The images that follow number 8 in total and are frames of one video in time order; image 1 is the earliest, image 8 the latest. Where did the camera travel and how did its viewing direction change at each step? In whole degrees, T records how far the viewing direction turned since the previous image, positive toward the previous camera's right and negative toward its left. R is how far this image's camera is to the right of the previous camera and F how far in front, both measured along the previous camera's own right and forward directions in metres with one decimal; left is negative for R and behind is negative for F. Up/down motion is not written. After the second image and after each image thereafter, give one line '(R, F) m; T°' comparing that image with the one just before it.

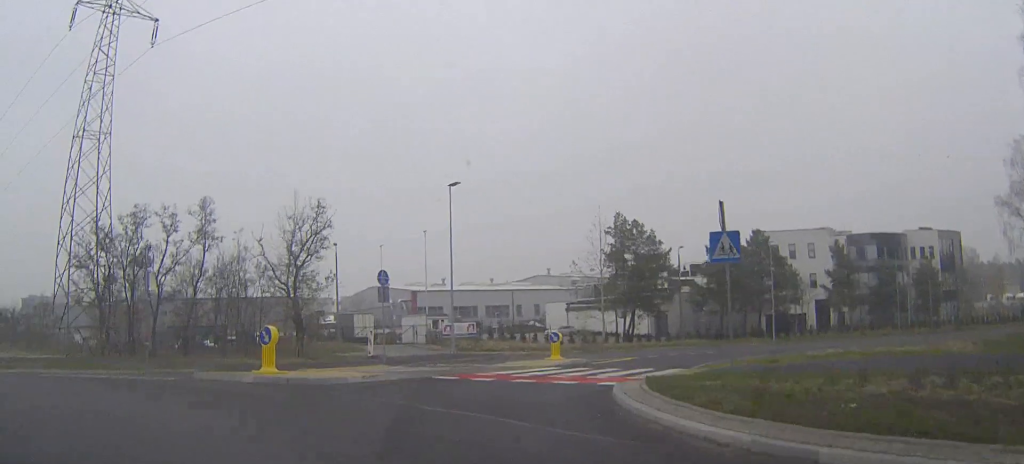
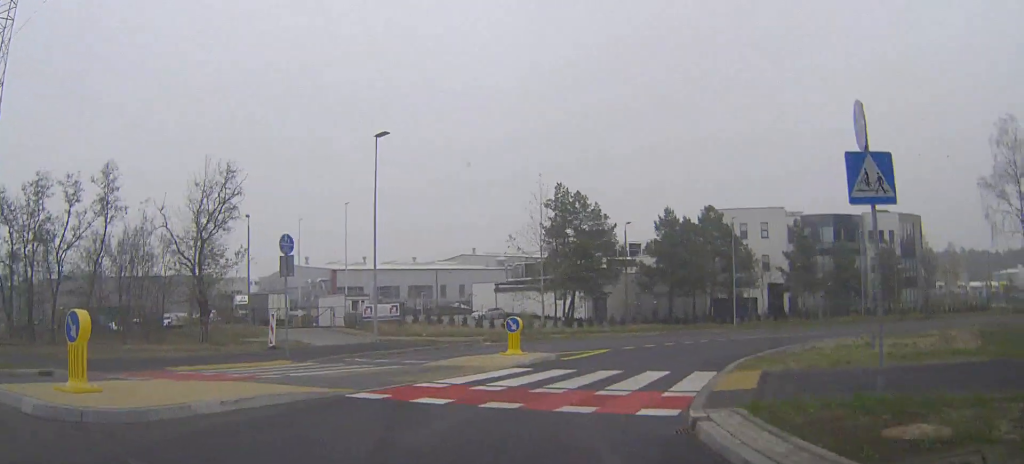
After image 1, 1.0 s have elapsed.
(-0.1, +6.7) m; +2°
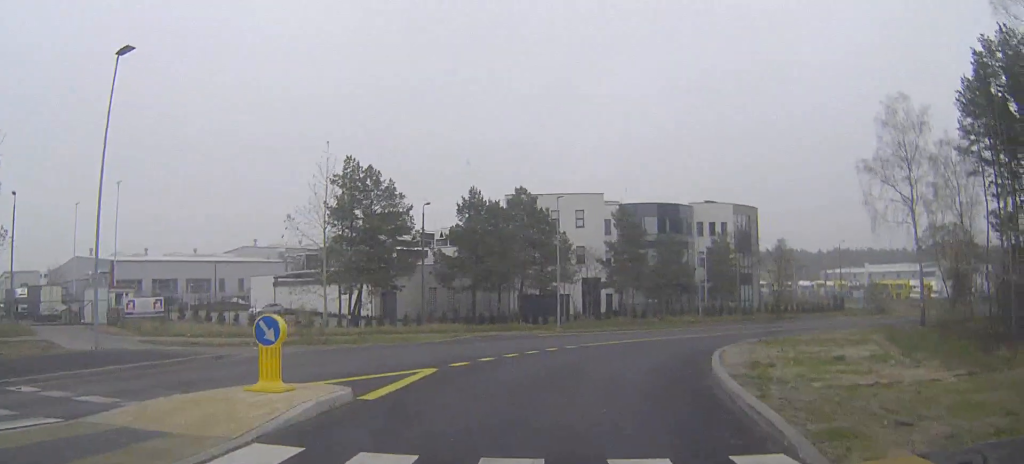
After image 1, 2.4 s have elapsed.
(+0.9, +9.3) m; +13°
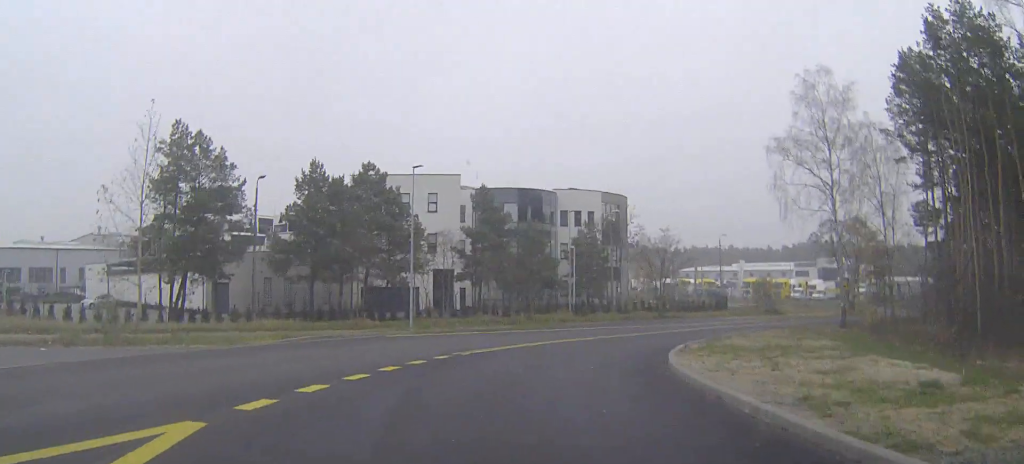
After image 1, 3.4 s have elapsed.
(+0.9, +8.0) m; +11°
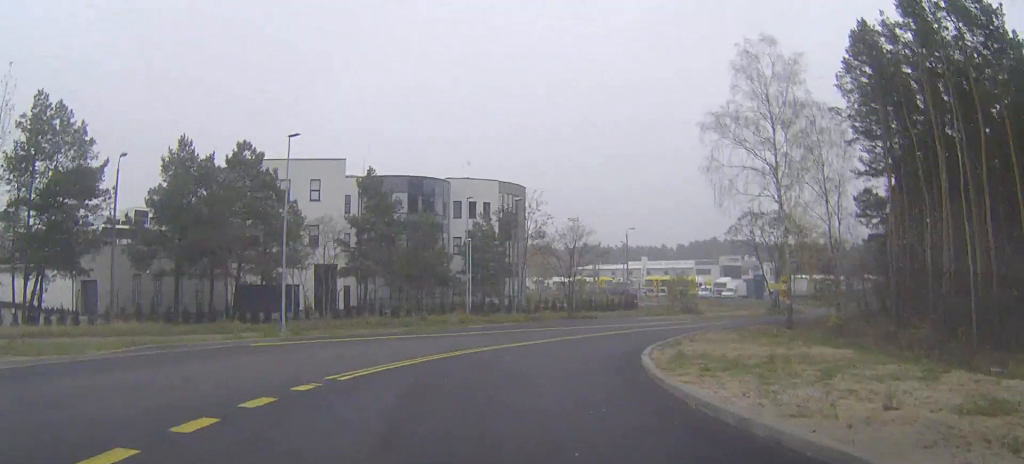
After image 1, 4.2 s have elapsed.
(+0.3, +6.7) m; +8°
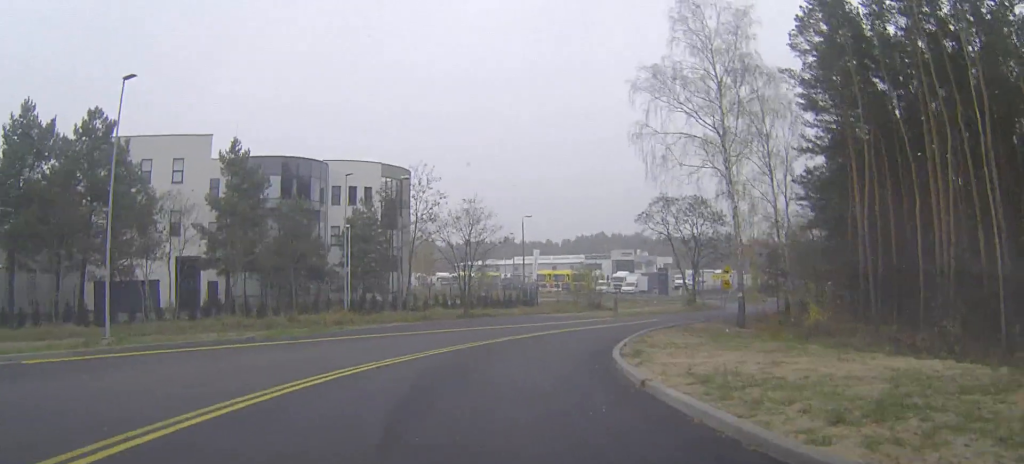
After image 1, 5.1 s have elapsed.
(+0.7, +8.0) m; +9°
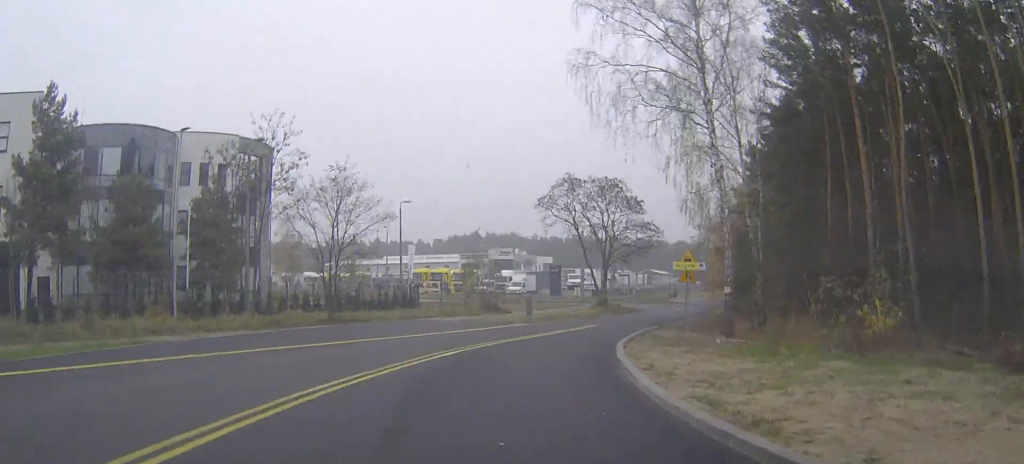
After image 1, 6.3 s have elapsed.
(+1.0, +11.6) m; +10°
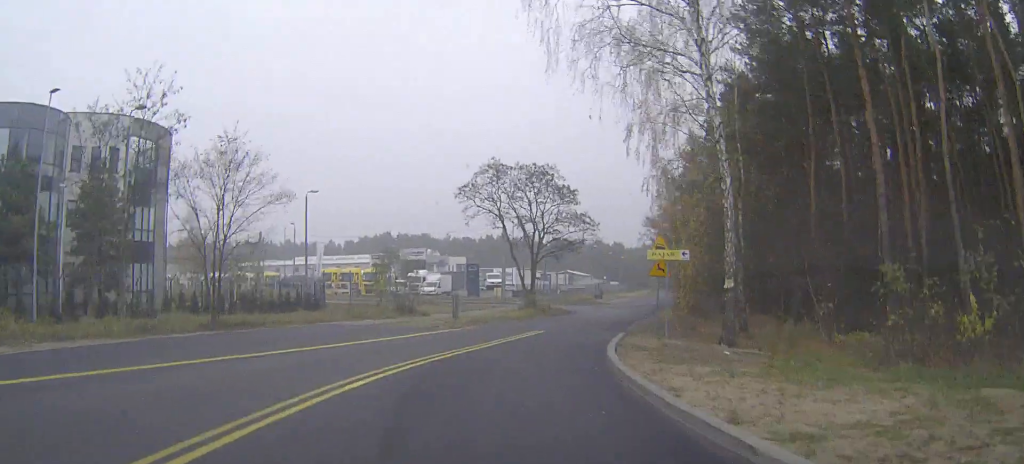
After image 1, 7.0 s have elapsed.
(+0.4, +7.2) m; +7°
